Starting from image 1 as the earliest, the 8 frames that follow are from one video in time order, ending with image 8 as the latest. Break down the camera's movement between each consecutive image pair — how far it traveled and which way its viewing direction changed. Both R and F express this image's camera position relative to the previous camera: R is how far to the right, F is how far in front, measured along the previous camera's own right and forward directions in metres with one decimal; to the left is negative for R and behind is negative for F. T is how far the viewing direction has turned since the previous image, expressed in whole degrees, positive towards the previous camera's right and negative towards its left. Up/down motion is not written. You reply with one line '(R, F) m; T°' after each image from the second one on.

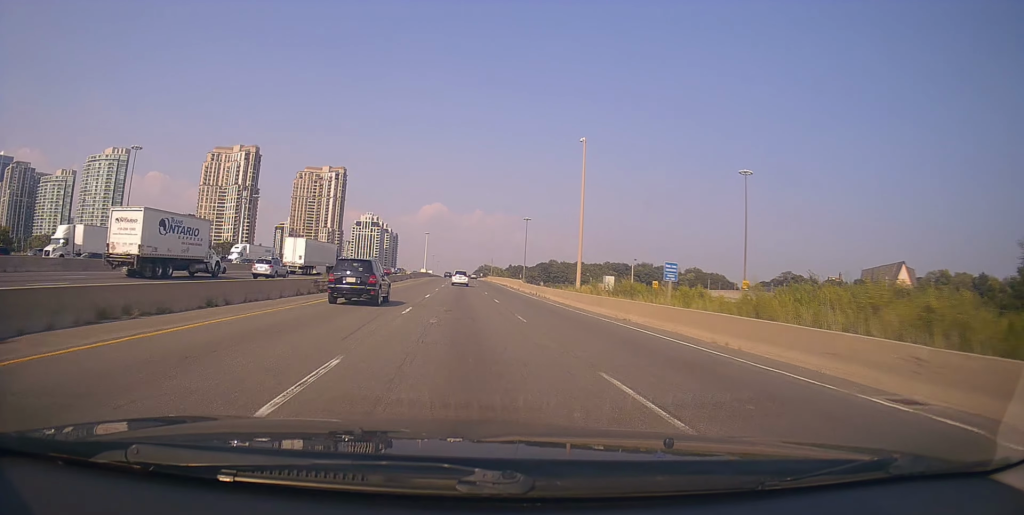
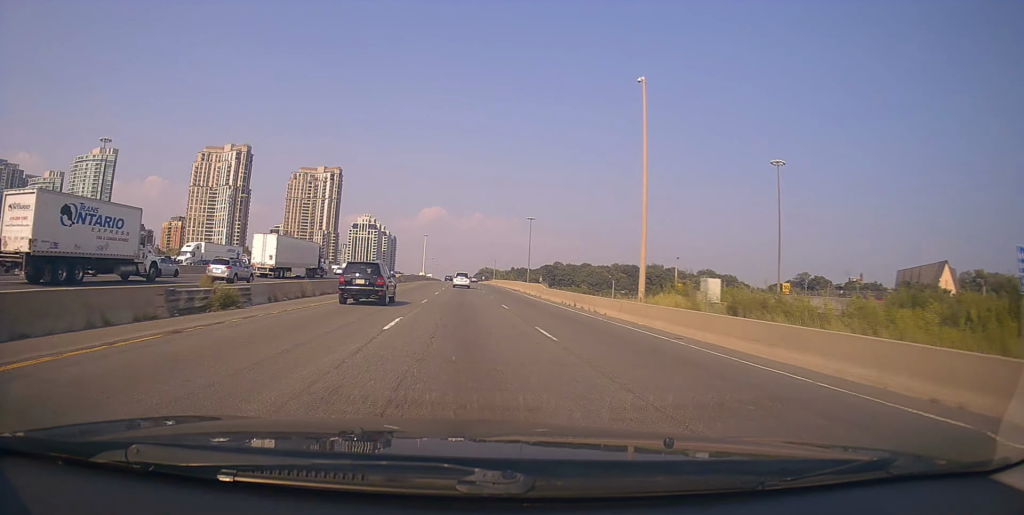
(+0.4, +17.1) m; 0°
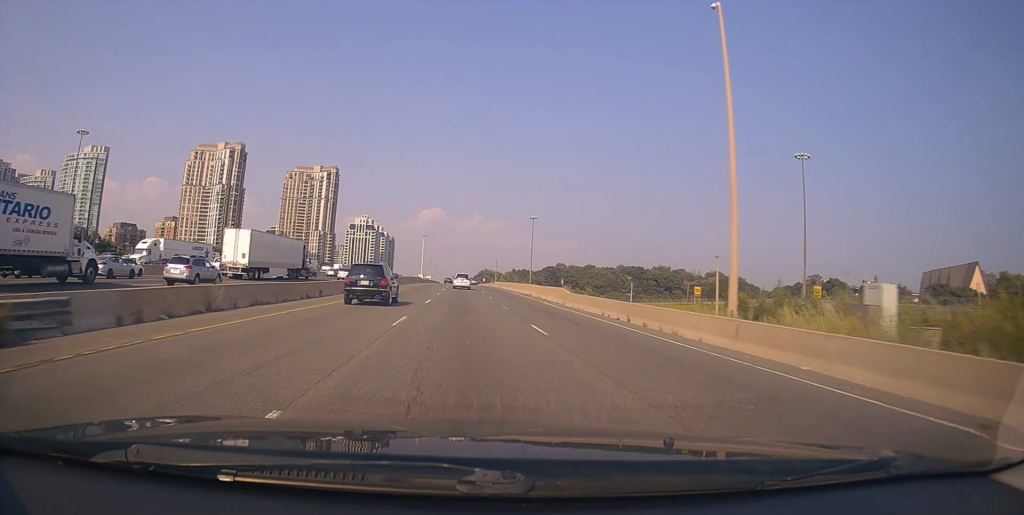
(+0.5, +11.4) m; 0°
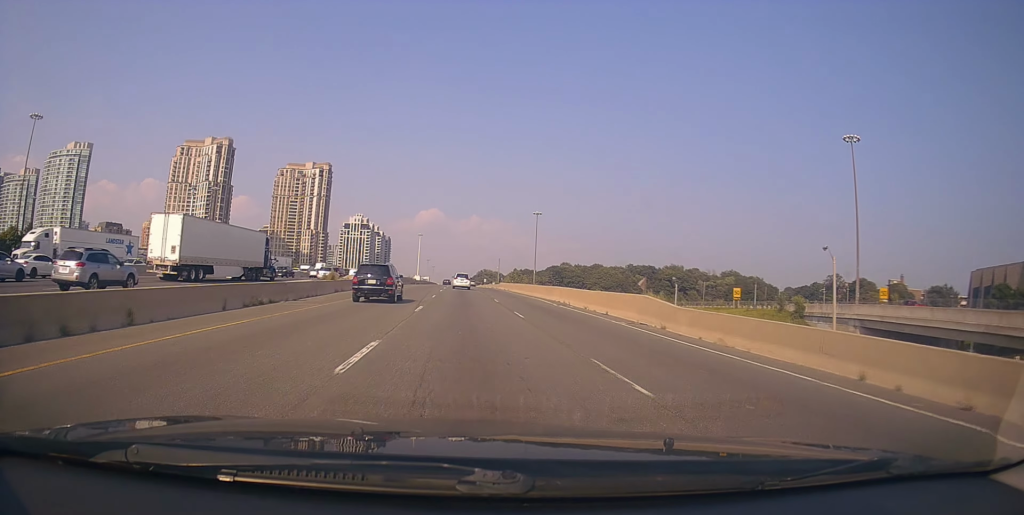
(-0.6, +19.7) m; 0°
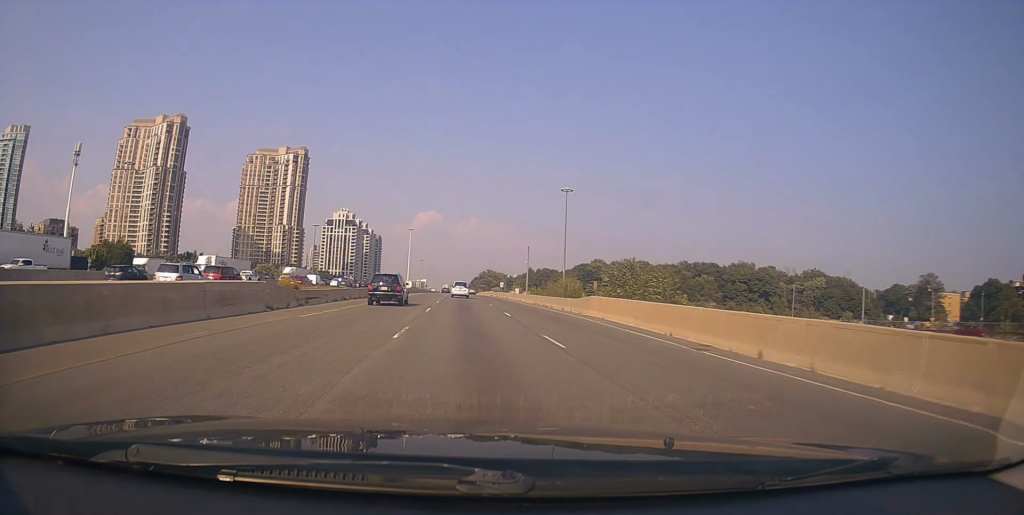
(+1.7, +70.5) m; +2°
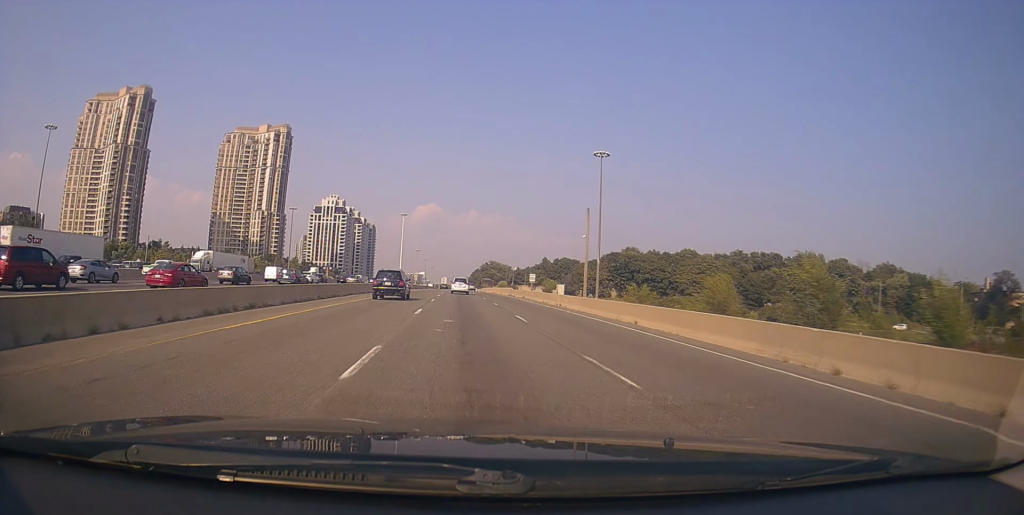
(-0.6, +42.2) m; -1°
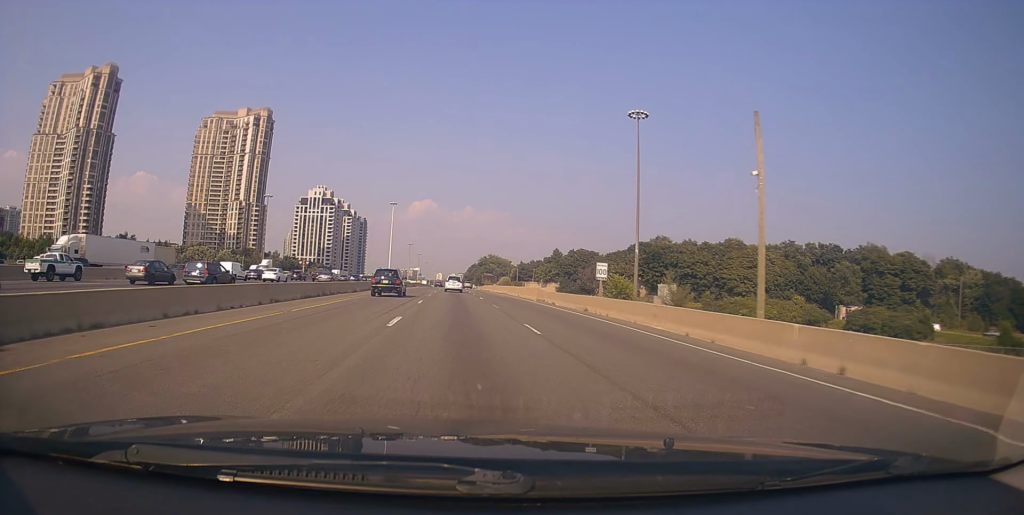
(+0.1, +30.5) m; +1°
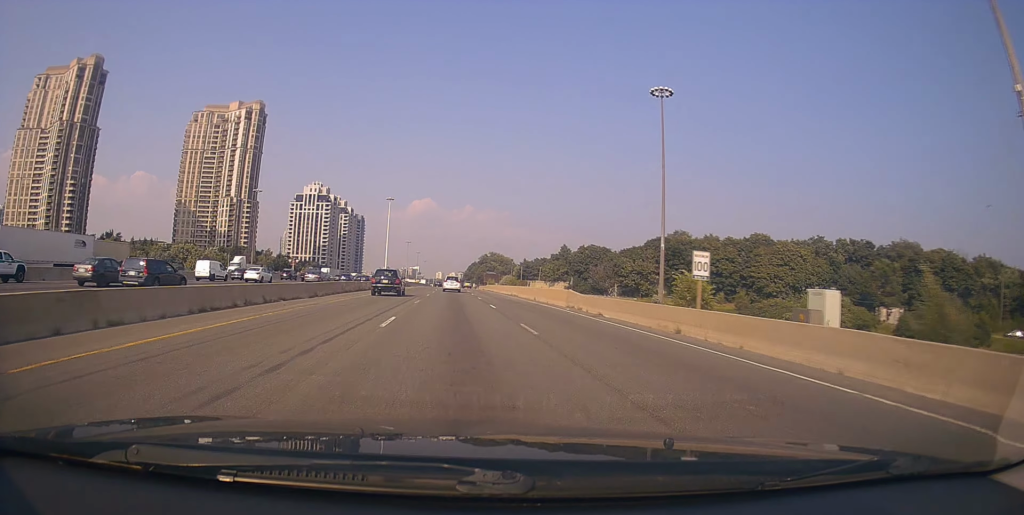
(+0.1, +13.1) m; -1°
